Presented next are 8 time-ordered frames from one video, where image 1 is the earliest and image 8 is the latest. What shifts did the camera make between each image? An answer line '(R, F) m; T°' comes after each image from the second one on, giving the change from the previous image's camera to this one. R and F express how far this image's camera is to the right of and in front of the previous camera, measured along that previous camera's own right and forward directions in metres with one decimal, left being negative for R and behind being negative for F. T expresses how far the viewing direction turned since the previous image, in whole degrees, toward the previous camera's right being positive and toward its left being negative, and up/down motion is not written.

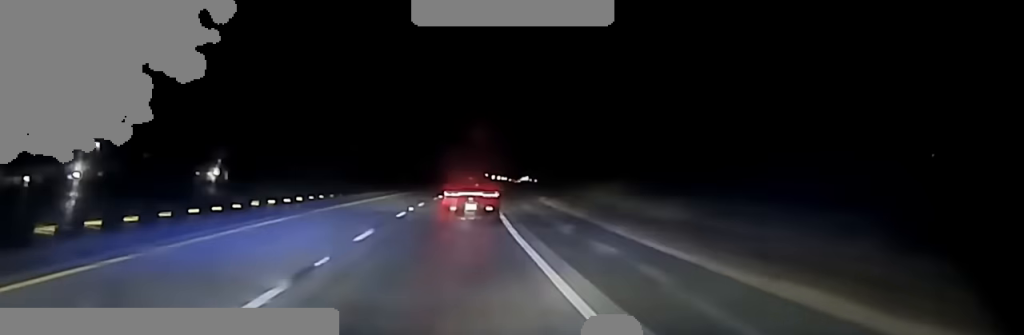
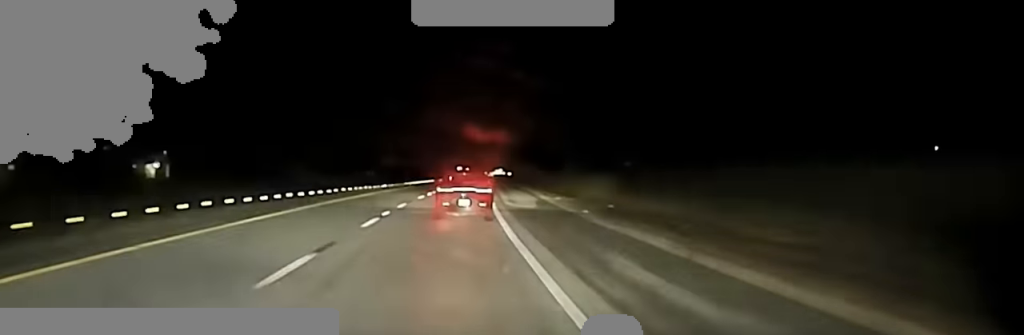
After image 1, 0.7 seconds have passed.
(+0.2, +32.0) m; +2°
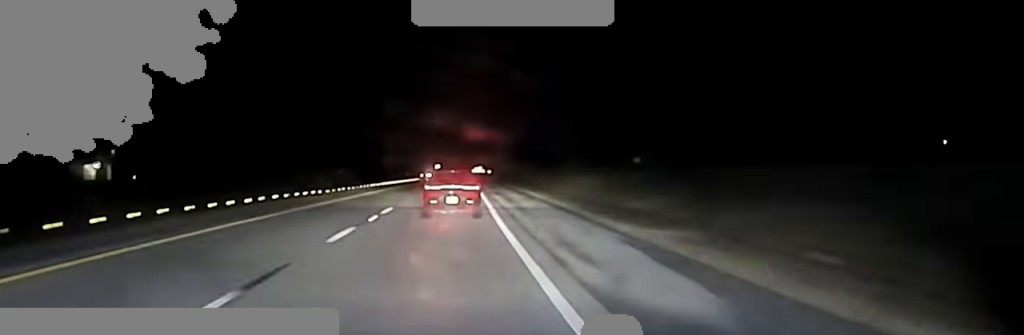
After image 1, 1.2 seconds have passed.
(+0.7, +26.1) m; +1°
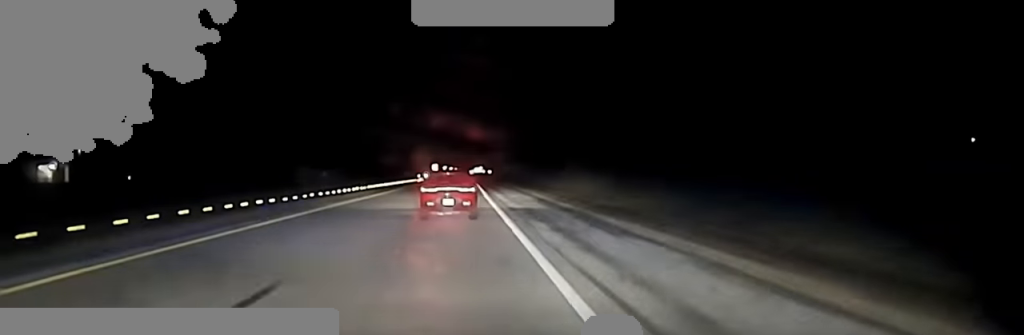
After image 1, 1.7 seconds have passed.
(+0.2, +24.7) m; +1°
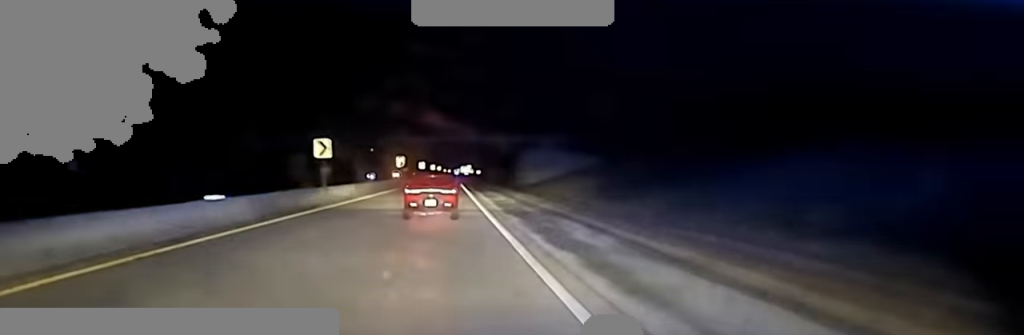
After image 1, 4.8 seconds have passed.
(+2.1, +164.1) m; +1°
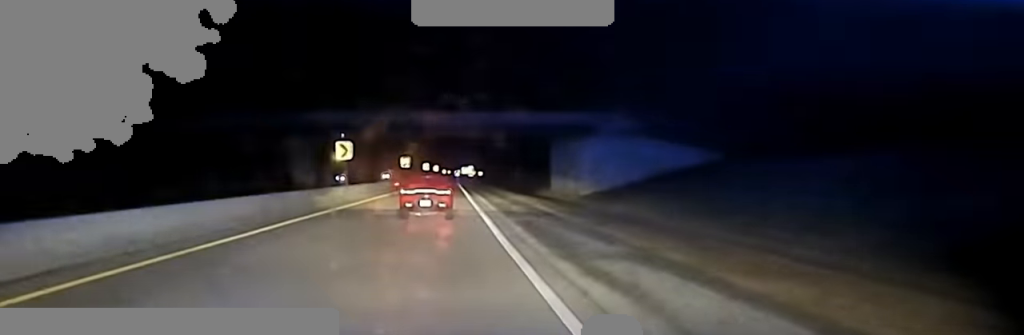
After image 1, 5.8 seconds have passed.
(+0.1, +52.8) m; 0°
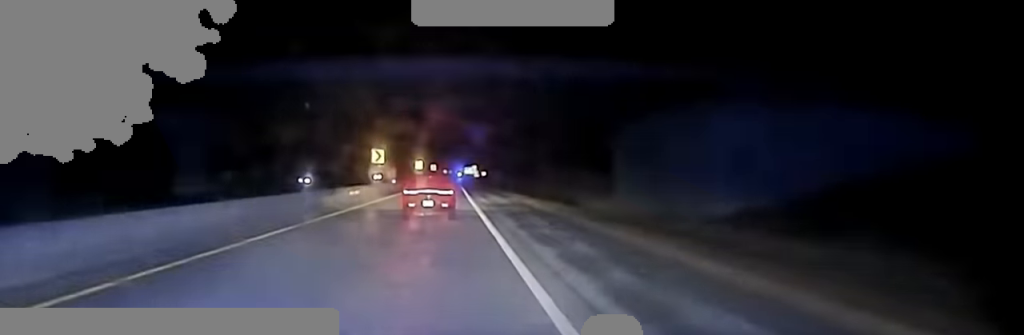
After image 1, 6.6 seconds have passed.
(+0.1, +40.7) m; 0°
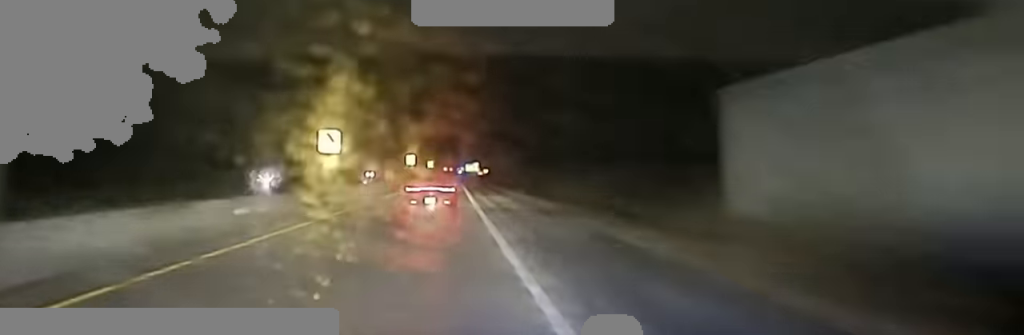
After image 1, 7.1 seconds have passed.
(-0.2, +22.9) m; 0°
